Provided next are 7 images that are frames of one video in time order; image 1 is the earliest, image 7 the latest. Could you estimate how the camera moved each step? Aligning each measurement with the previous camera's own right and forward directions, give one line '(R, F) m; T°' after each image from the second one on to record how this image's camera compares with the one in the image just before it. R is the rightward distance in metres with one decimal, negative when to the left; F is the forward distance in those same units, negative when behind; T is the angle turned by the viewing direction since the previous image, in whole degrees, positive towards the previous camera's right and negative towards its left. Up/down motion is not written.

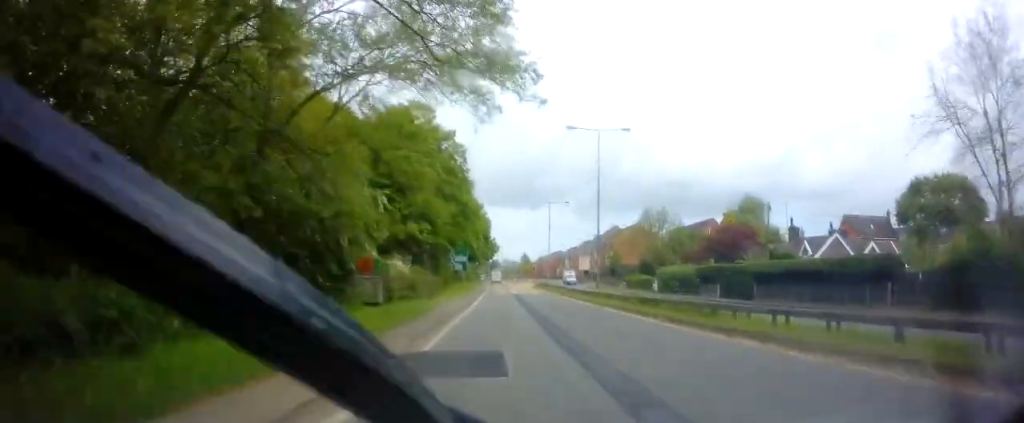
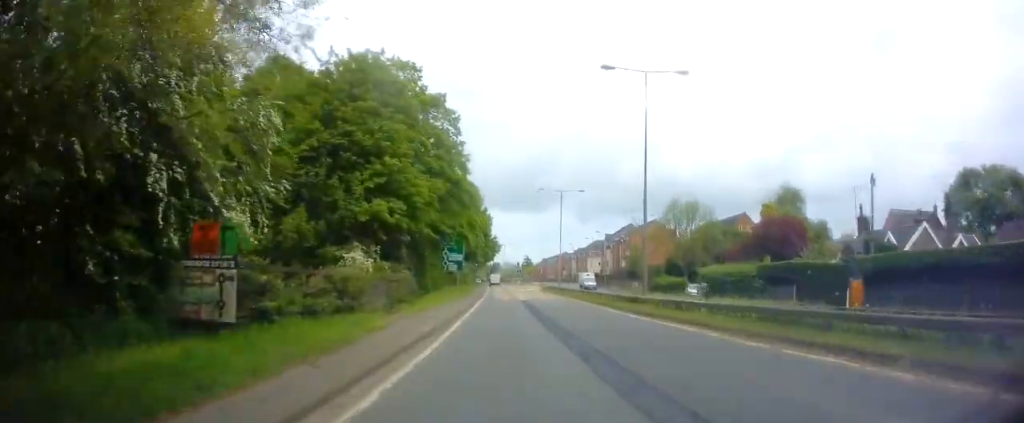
(-0.3, +12.4) m; +1°
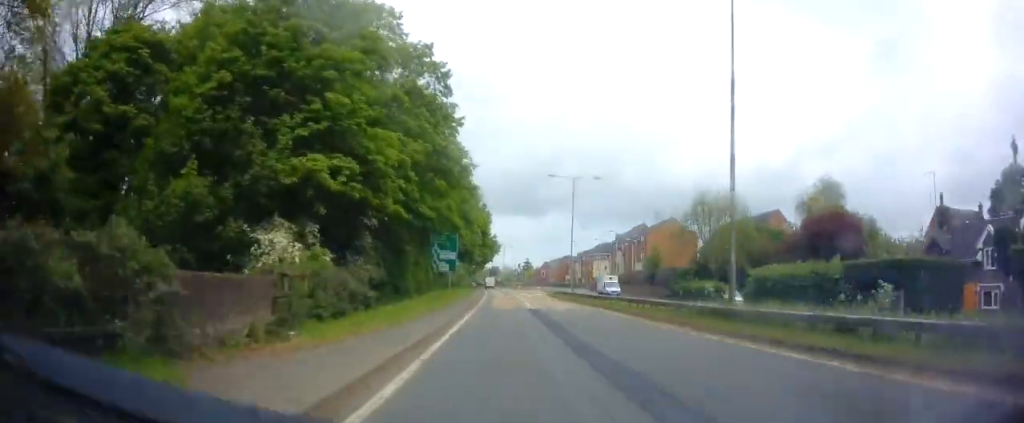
(+0.1, +10.5) m; +1°
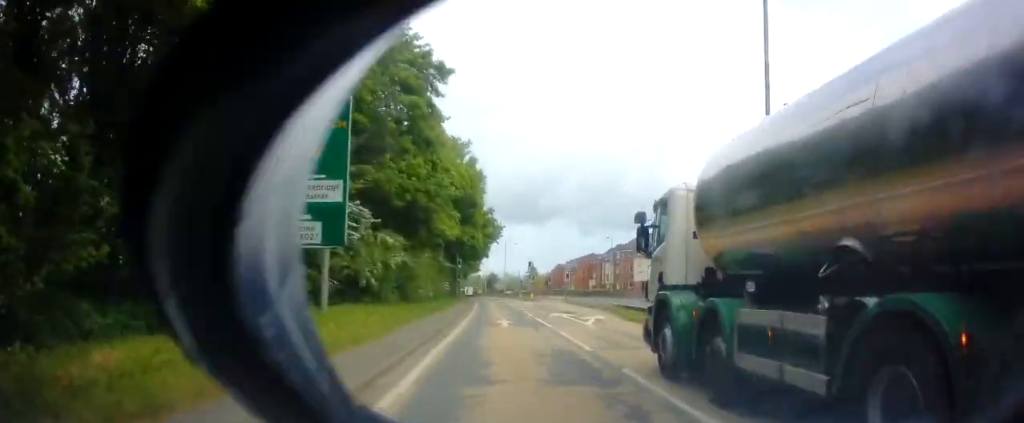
(+0.4, +42.2) m; 0°
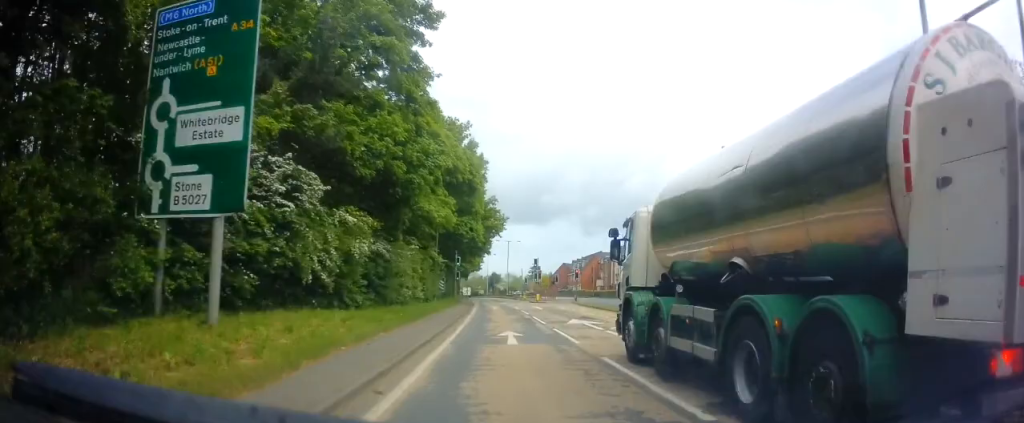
(+0.1, +6.8) m; 0°
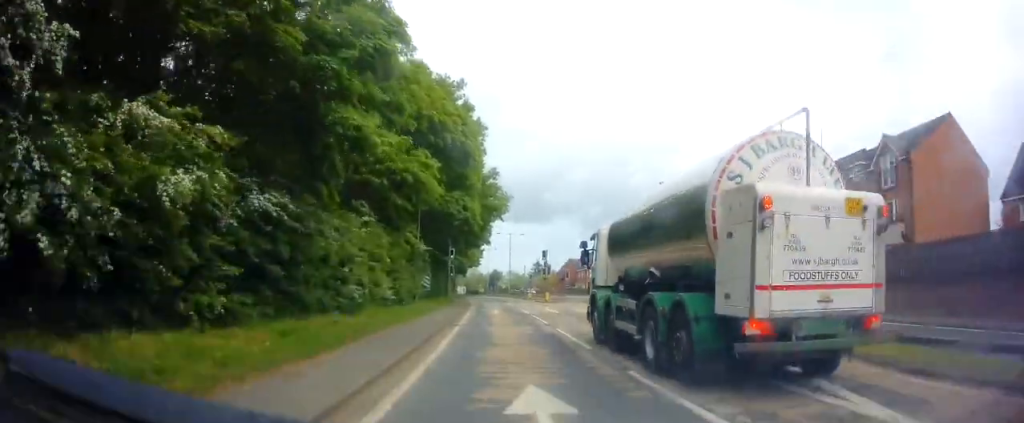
(+0.1, +11.0) m; -1°
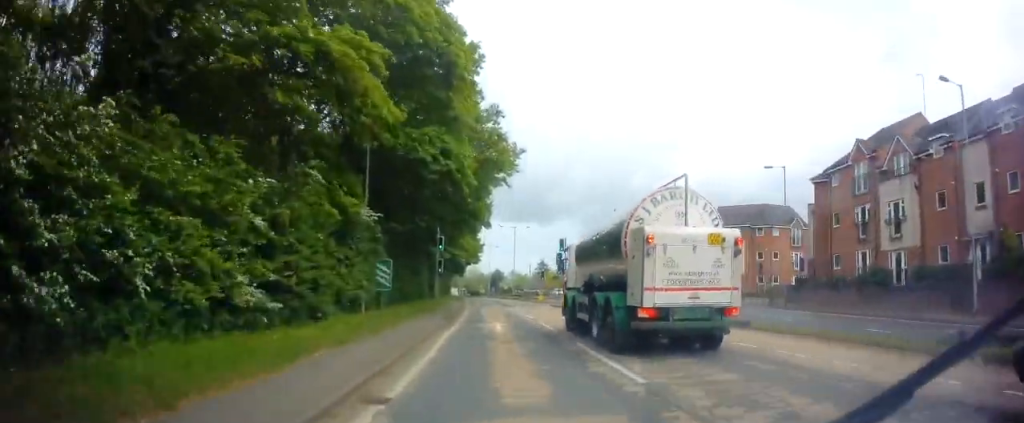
(-0.5, +14.5) m; -1°
